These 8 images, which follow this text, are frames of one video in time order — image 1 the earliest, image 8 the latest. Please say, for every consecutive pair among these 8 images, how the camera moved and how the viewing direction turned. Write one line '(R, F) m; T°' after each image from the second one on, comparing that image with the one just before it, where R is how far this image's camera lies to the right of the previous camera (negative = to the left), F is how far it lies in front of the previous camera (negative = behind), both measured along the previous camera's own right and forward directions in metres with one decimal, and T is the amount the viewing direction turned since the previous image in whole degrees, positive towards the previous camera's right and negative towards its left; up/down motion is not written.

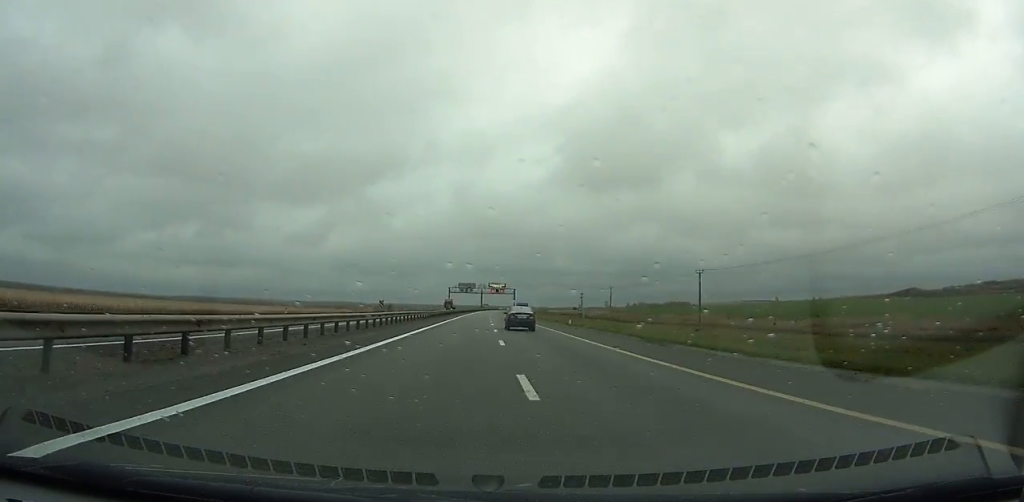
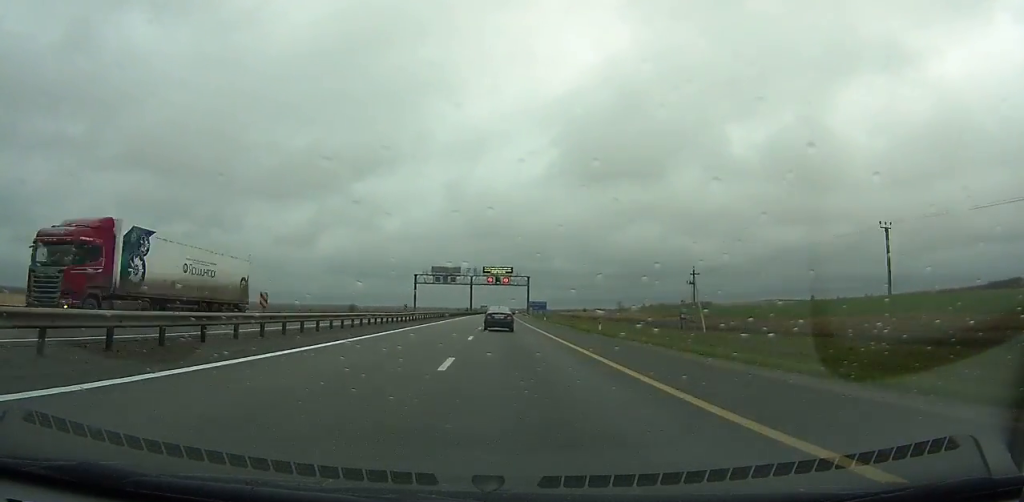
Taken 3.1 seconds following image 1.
(+0.9, +104.6) m; +1°
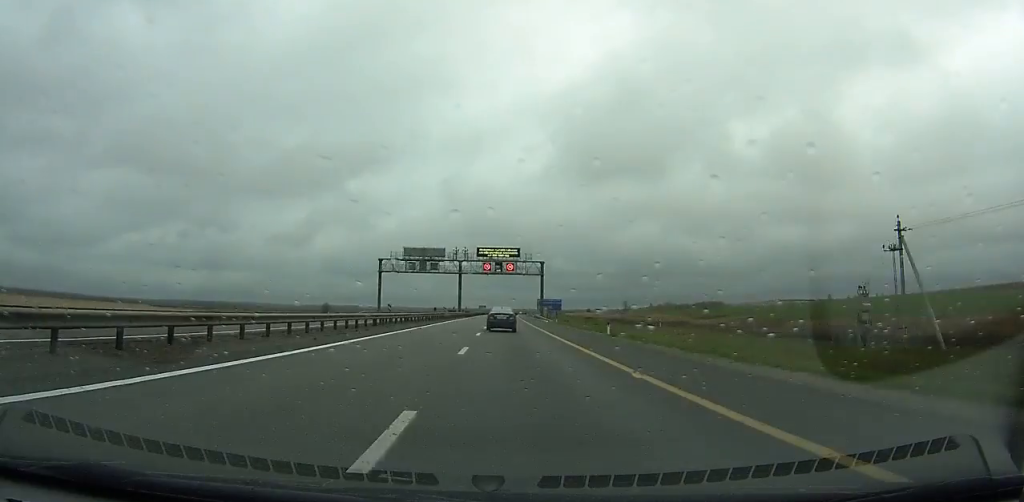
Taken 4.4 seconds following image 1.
(+0.1, +43.5) m; 0°
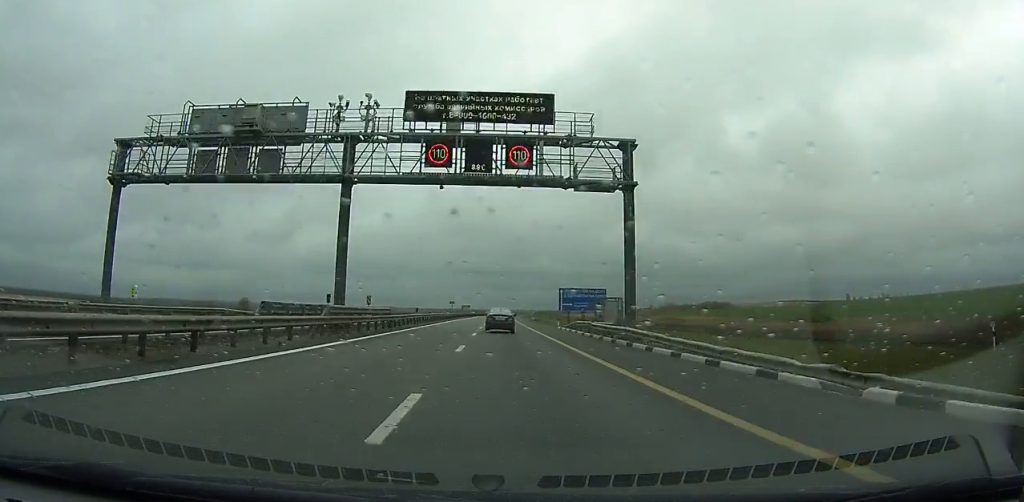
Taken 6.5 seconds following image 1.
(-0.3, +69.8) m; 0°
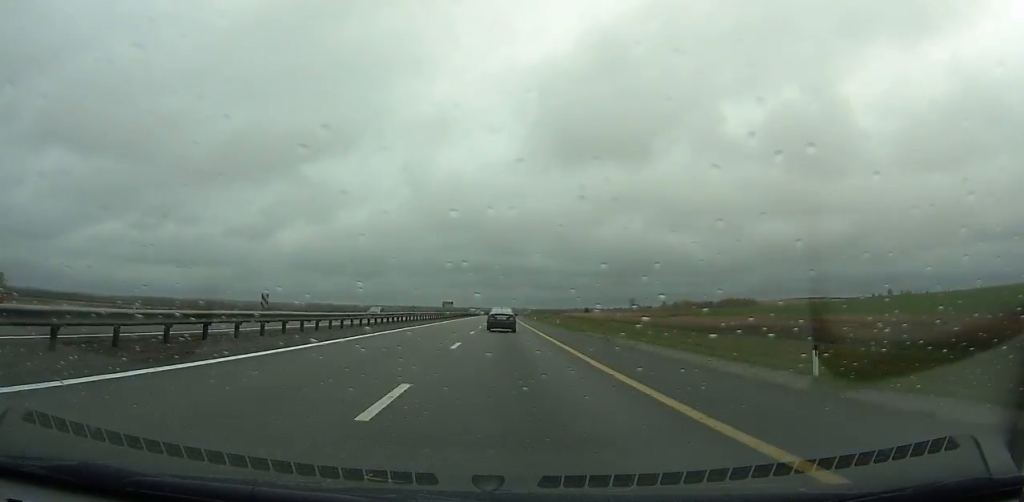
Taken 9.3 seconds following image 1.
(+1.0, +92.5) m; +1°
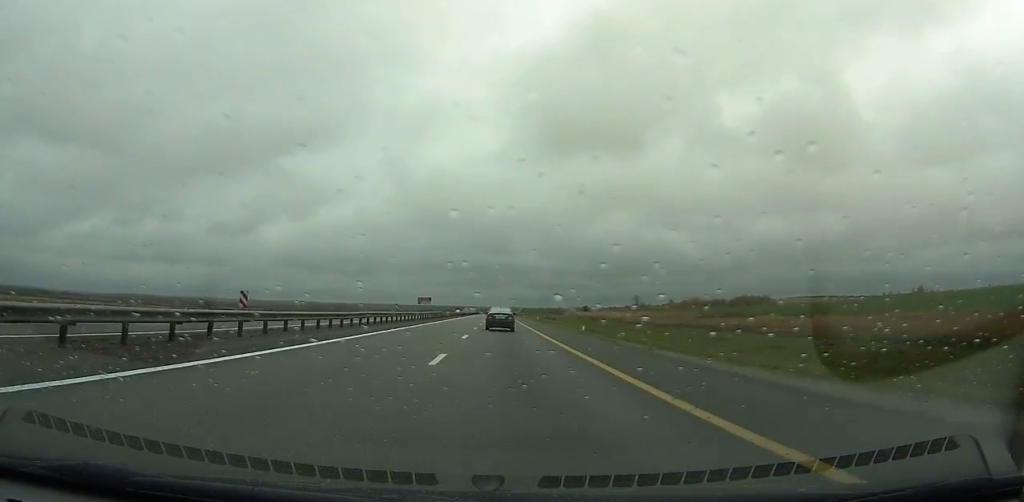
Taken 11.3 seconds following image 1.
(+0.5, +66.0) m; +1°
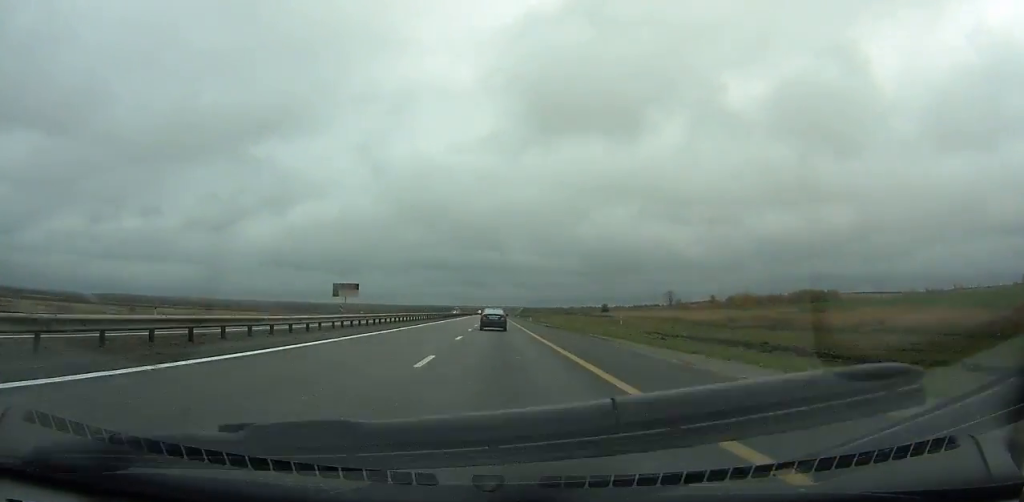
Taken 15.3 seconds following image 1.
(+1.4, +132.9) m; +1°
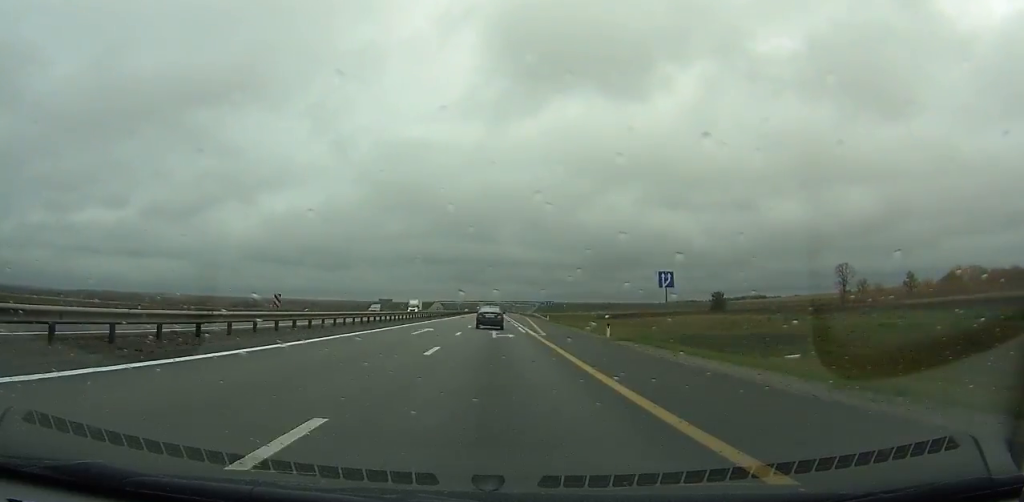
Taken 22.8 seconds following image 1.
(-0.3, +249.6) m; 0°
